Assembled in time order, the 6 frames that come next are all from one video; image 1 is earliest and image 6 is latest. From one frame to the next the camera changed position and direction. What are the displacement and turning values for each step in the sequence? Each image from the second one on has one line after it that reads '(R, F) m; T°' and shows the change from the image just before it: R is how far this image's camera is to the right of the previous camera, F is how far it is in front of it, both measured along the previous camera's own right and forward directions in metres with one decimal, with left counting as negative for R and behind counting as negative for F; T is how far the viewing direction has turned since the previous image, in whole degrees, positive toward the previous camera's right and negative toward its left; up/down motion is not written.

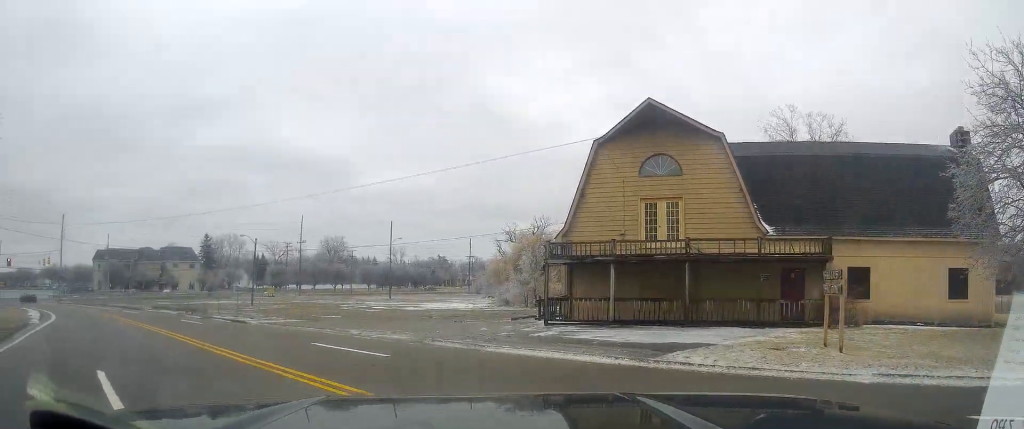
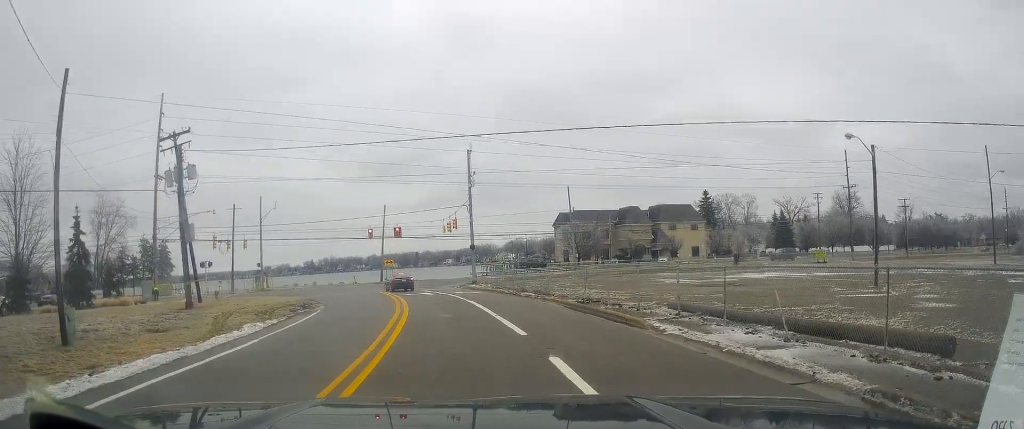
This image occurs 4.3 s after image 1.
(-19.1, +23.2) m; -56°
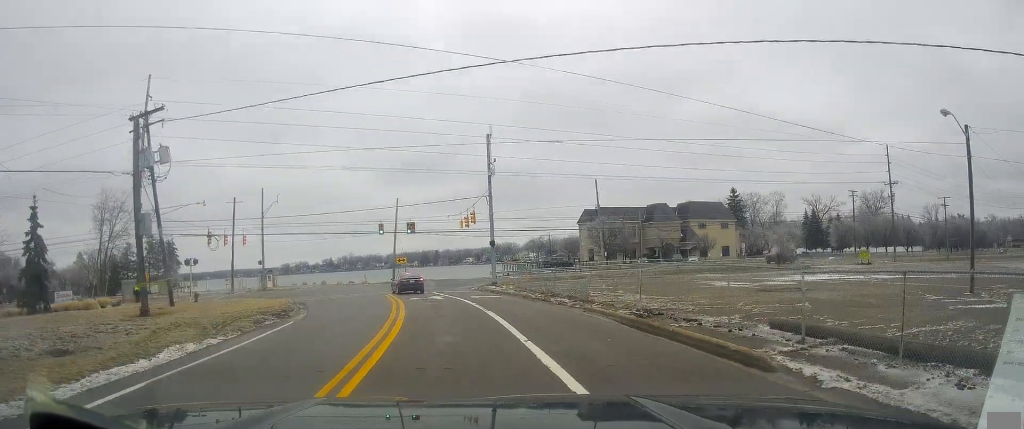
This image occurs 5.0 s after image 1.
(-0.1, +6.6) m; -4°
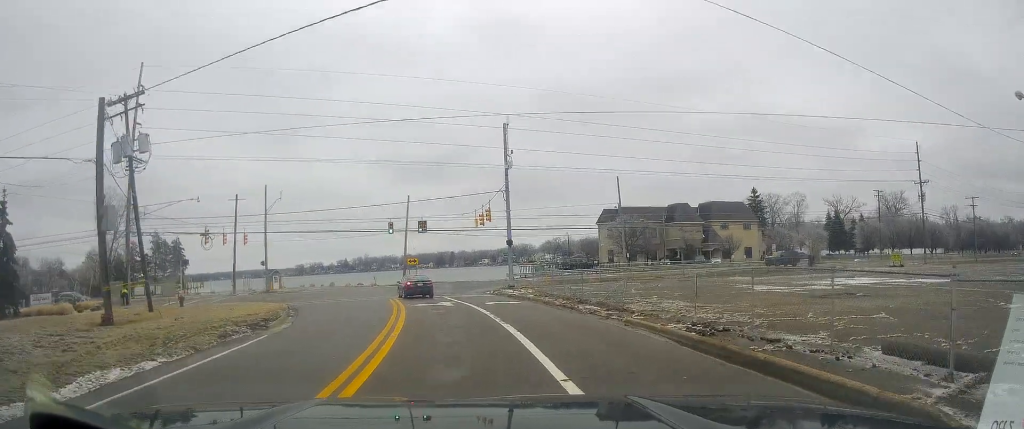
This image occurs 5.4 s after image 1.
(+0.3, +4.4) m; -3°
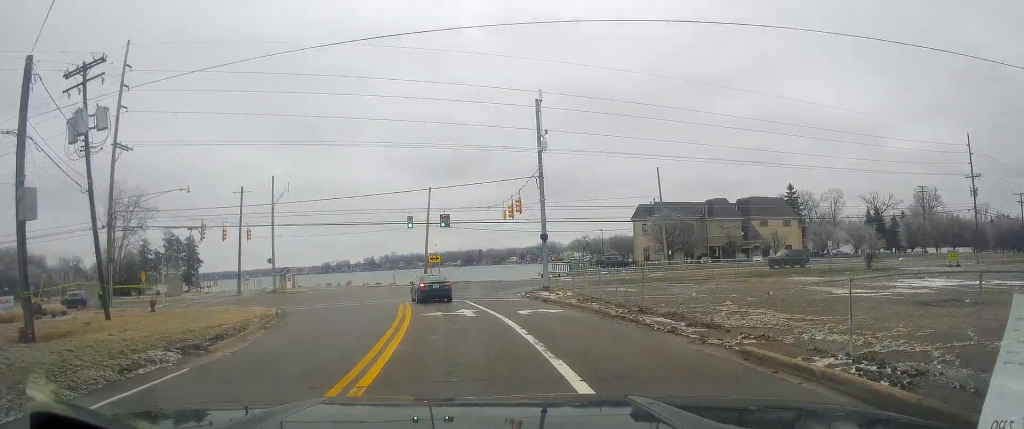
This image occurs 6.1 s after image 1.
(-0.7, +7.2) m; -5°
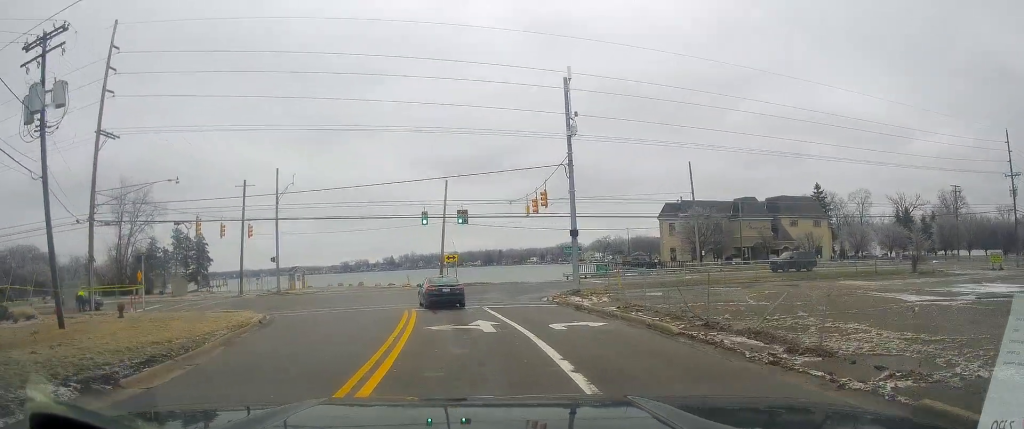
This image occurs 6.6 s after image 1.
(-0.3, +5.5) m; -3°
